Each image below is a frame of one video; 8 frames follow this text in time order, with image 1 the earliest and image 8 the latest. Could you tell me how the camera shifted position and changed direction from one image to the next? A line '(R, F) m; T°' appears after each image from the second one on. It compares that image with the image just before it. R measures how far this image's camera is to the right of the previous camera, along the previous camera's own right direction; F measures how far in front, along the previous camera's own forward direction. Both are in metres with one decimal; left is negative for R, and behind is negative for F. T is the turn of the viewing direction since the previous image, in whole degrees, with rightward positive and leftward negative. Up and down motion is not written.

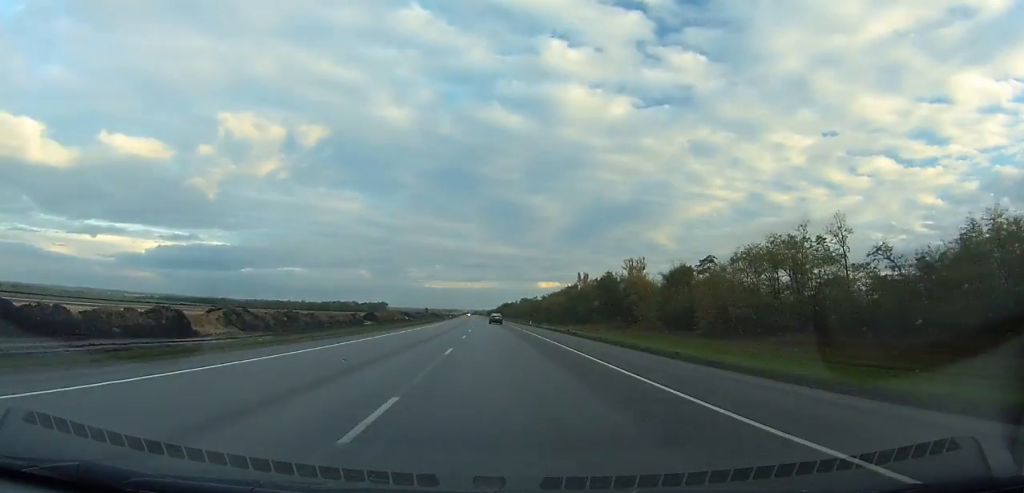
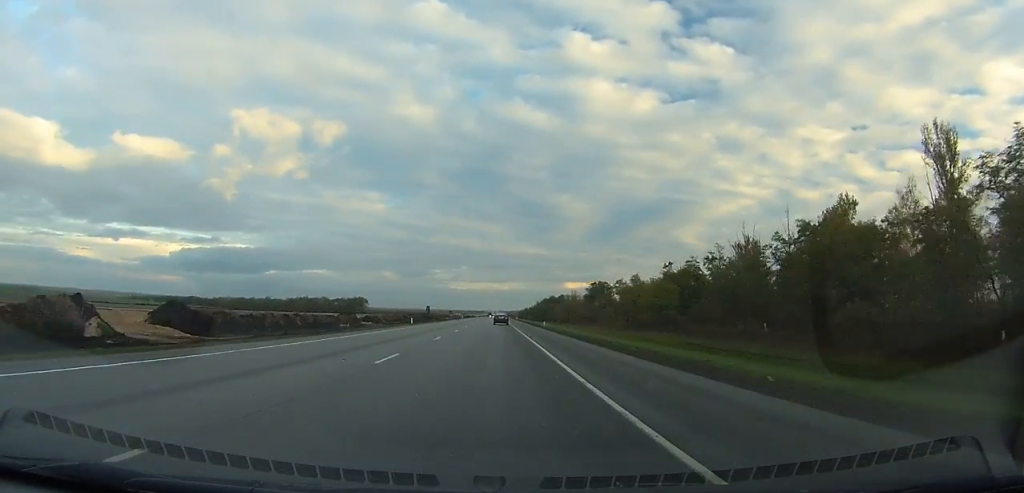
(-4.3, +214.5) m; -2°
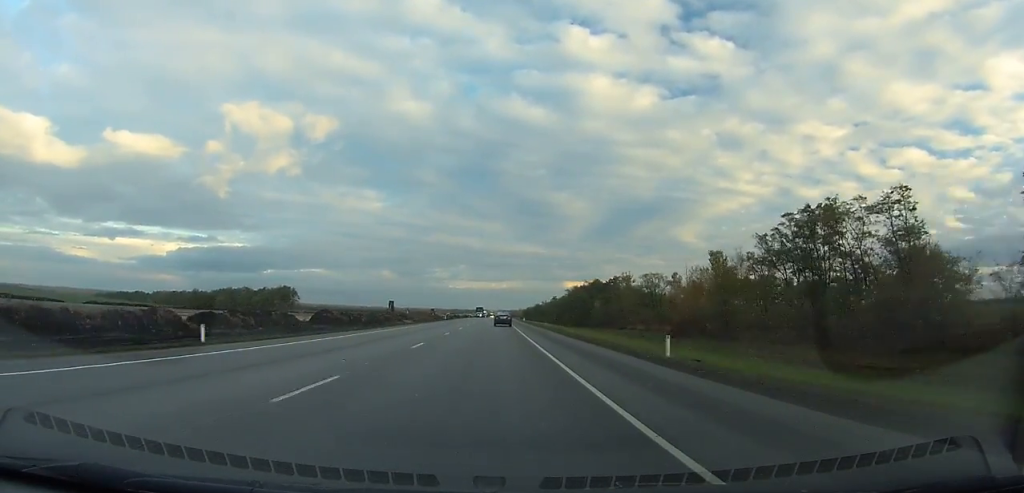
(0.0, +147.9) m; 0°
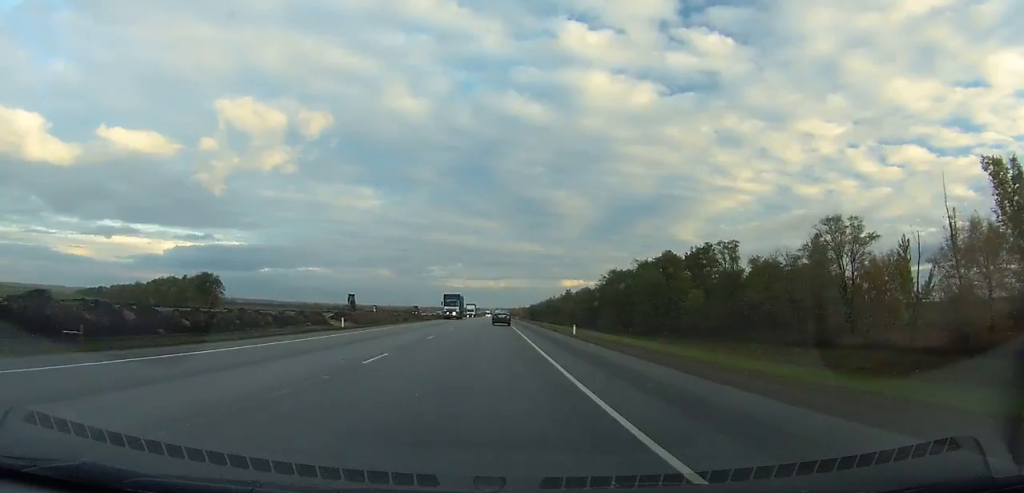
(+0.1, +77.6) m; 0°
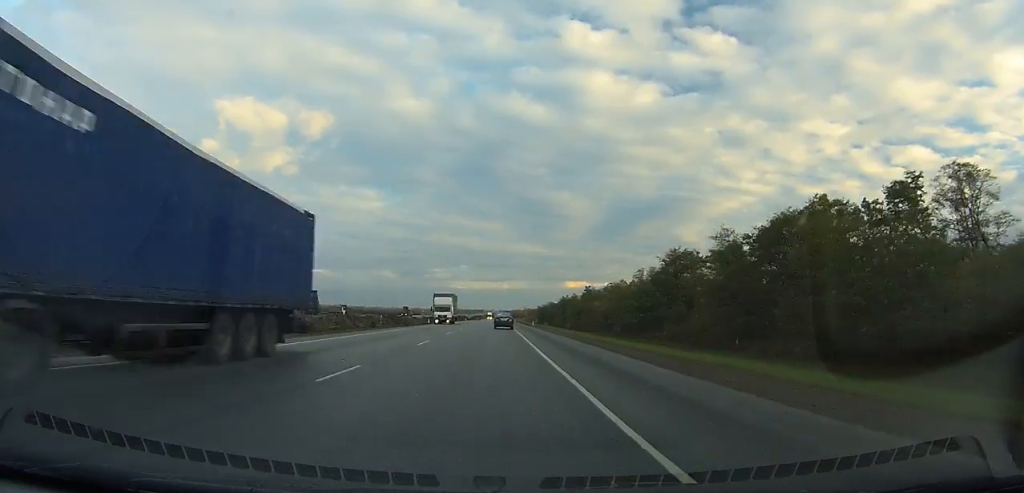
(0.0, +51.3) m; 0°
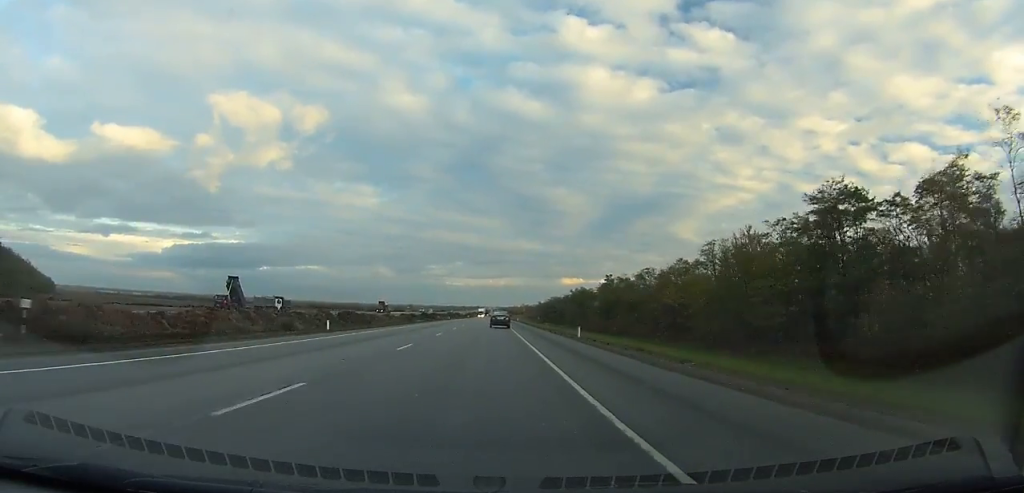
(0.0, +51.3) m; 0°
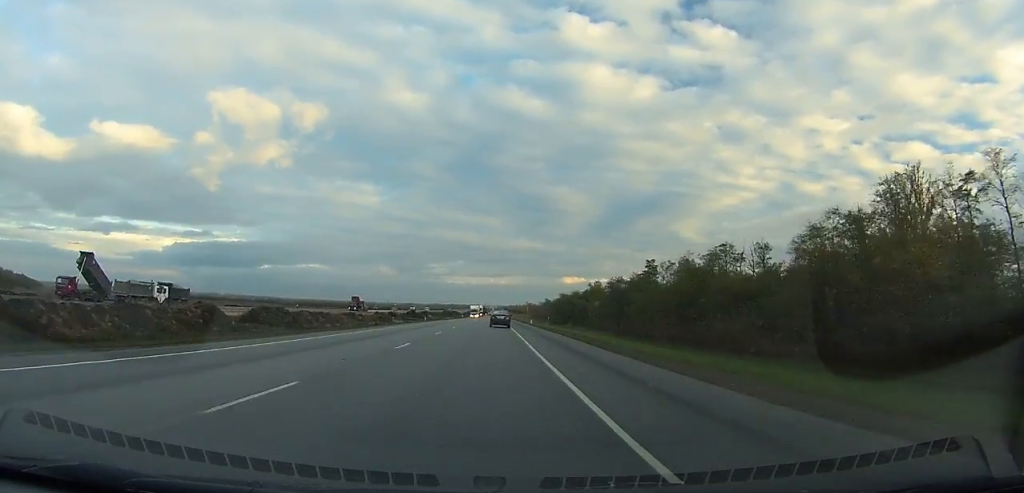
(0.0, +48.4) m; 0°
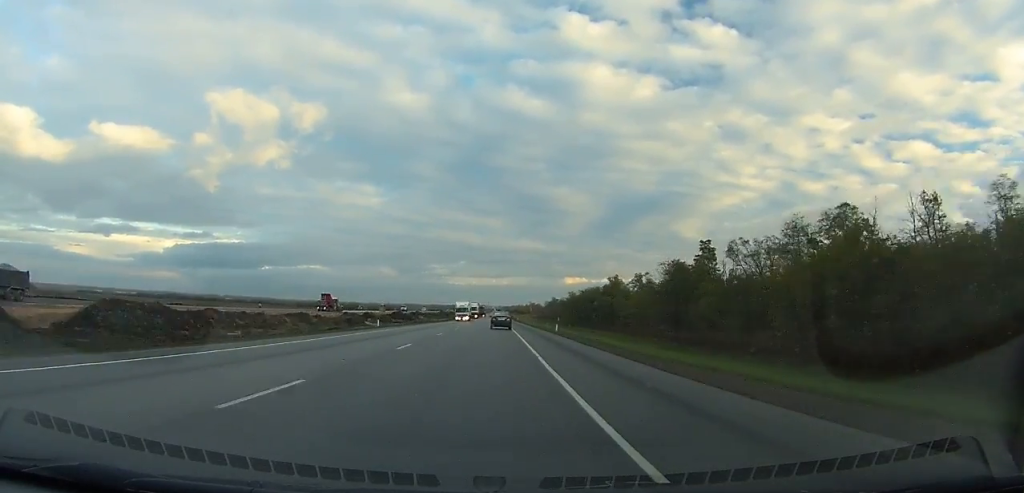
(-0.1, +34.2) m; 0°
